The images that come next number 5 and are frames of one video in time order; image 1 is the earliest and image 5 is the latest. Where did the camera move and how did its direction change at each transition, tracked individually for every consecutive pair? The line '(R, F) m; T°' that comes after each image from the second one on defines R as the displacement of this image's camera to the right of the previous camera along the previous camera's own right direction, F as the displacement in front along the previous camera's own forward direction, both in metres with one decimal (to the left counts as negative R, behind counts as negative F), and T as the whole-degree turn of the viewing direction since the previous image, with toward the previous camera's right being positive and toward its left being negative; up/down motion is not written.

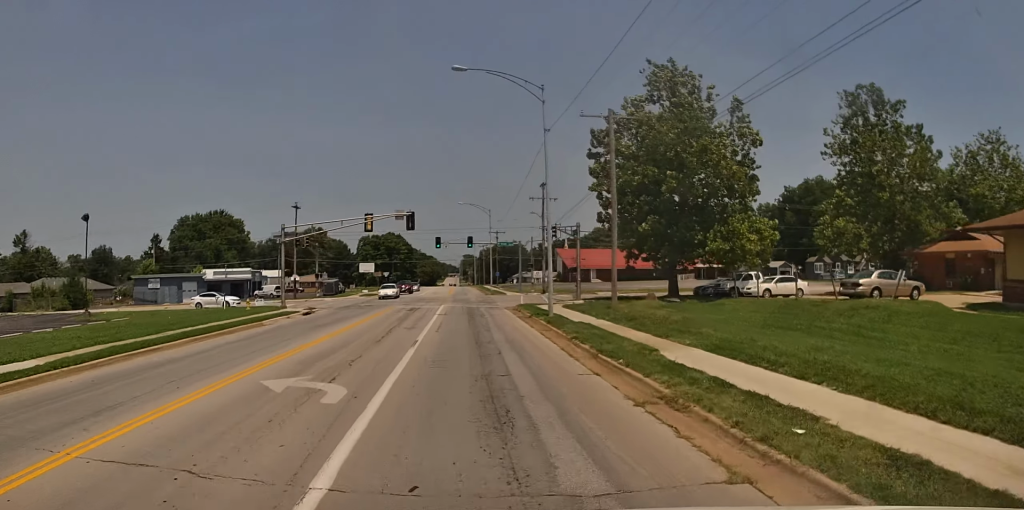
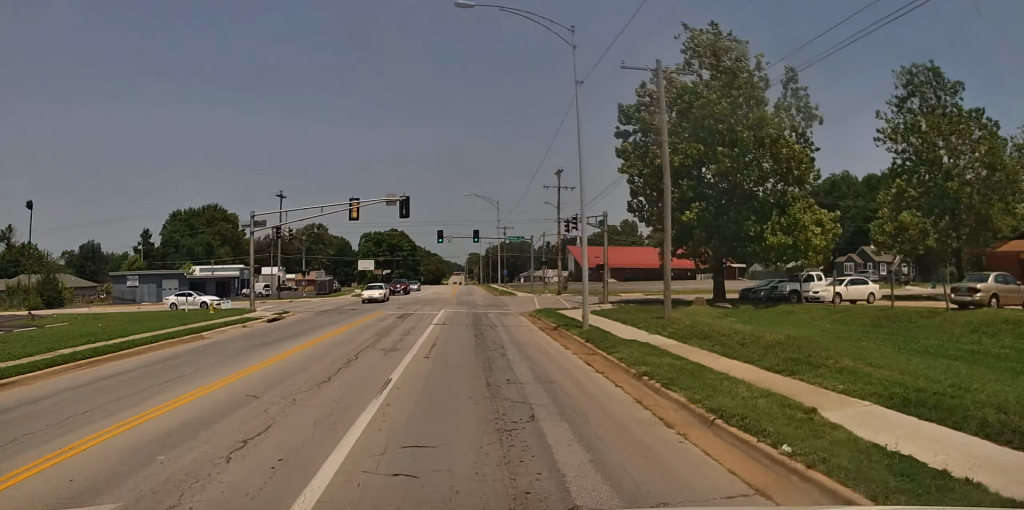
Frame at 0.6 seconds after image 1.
(0.0, +7.2) m; 0°
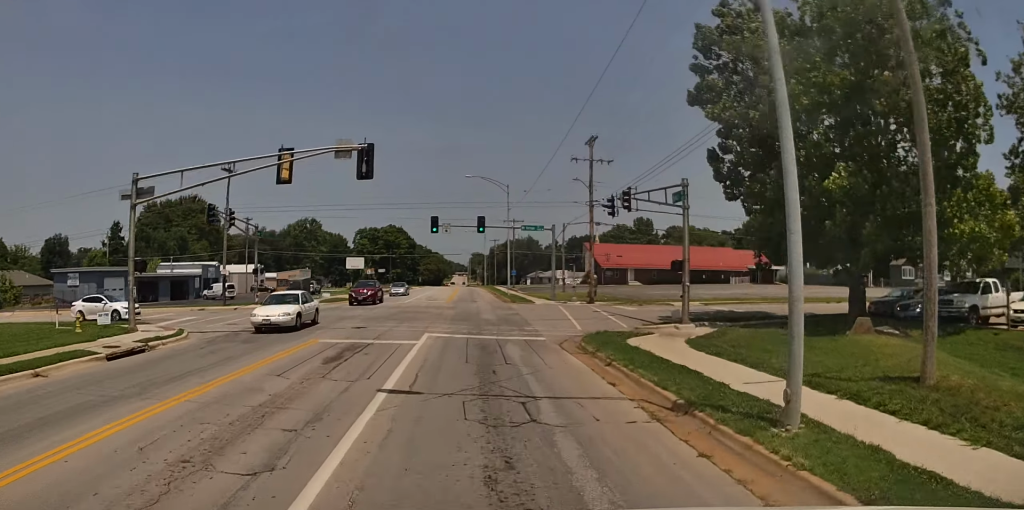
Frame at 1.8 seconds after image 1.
(0.0, +13.5) m; 0°
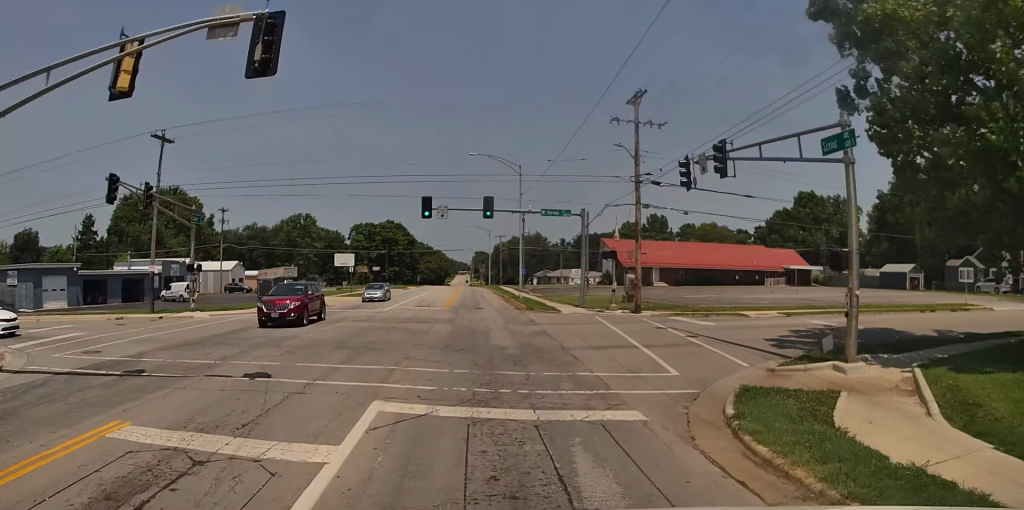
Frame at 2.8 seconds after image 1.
(0.0, +10.7) m; 0°
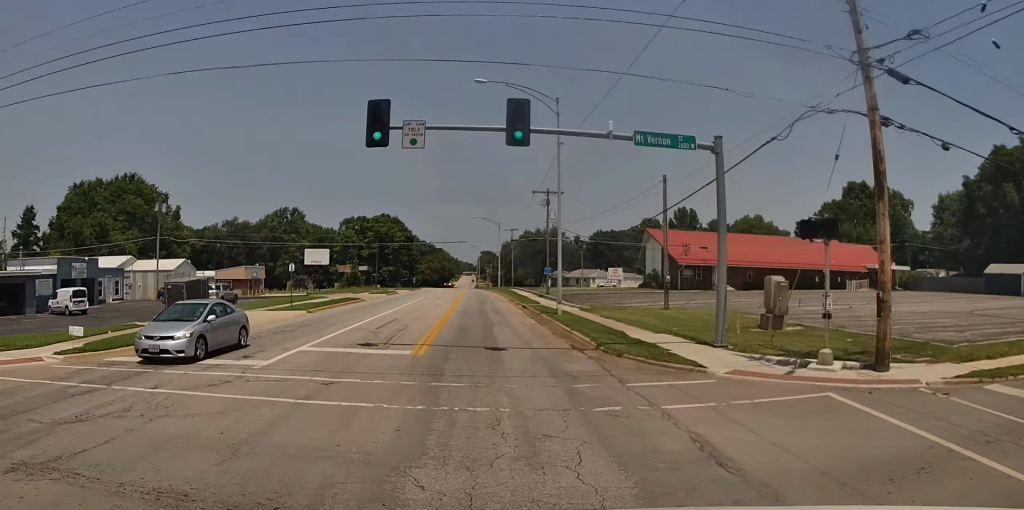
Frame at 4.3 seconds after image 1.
(-0.1, +18.7) m; -1°
